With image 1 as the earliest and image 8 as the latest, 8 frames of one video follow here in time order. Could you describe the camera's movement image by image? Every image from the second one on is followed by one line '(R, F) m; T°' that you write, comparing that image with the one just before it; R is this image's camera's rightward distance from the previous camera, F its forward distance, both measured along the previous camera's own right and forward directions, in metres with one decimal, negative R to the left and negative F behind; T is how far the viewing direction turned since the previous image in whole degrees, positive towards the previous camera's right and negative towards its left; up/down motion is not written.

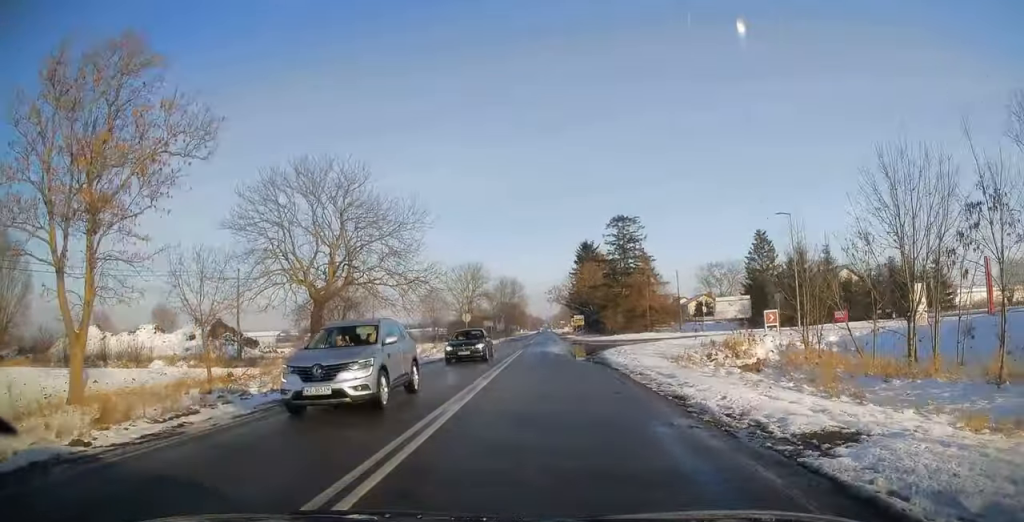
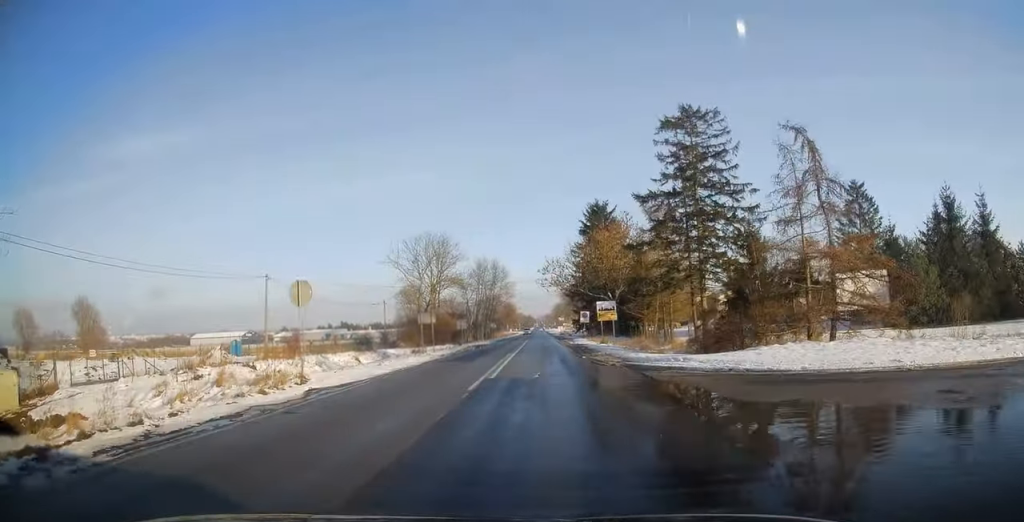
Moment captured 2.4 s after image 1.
(-0.8, +38.5) m; -1°
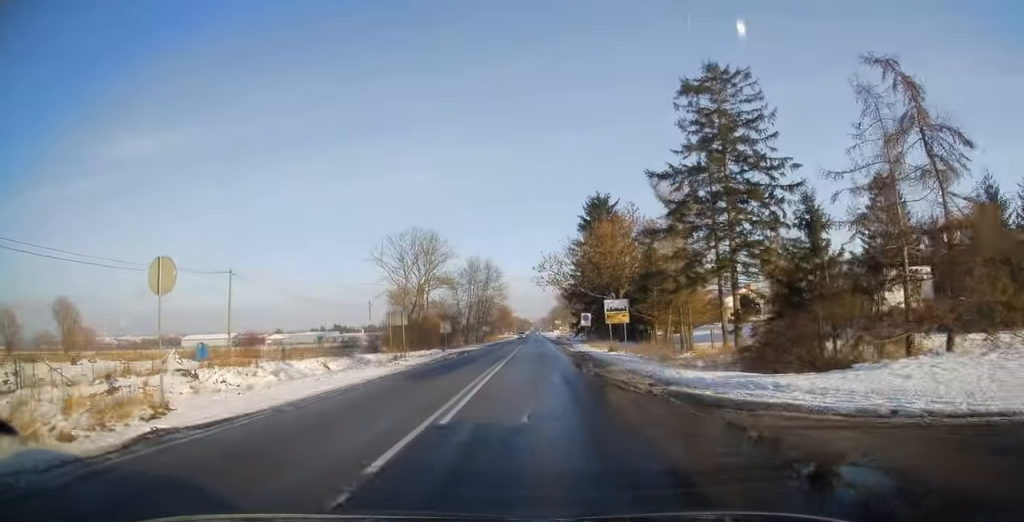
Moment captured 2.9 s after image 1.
(0.0, +7.2) m; 0°
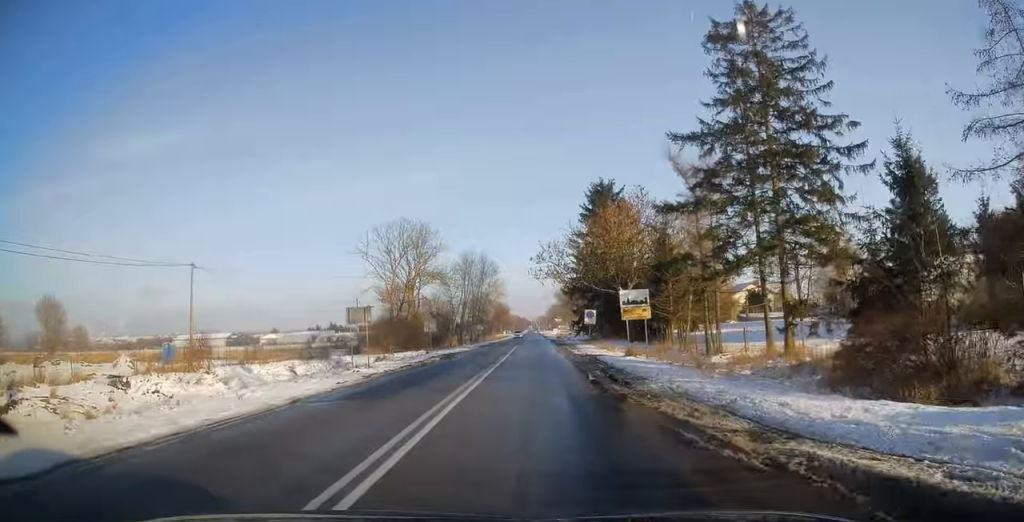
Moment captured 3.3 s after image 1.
(0.0, +6.7) m; 0°
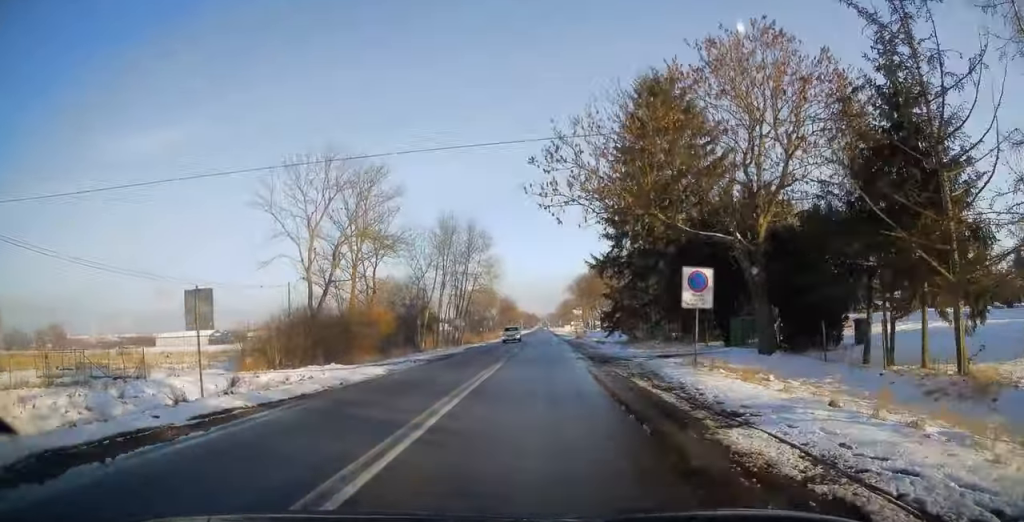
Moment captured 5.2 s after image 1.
(+0.4, +31.0) m; +2°
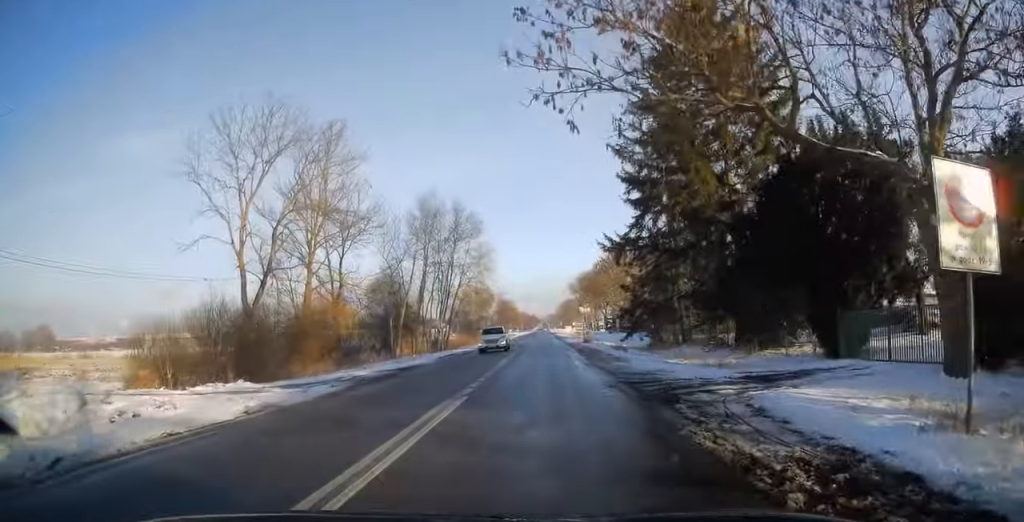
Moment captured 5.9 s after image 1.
(+0.2, +11.5) m; 0°
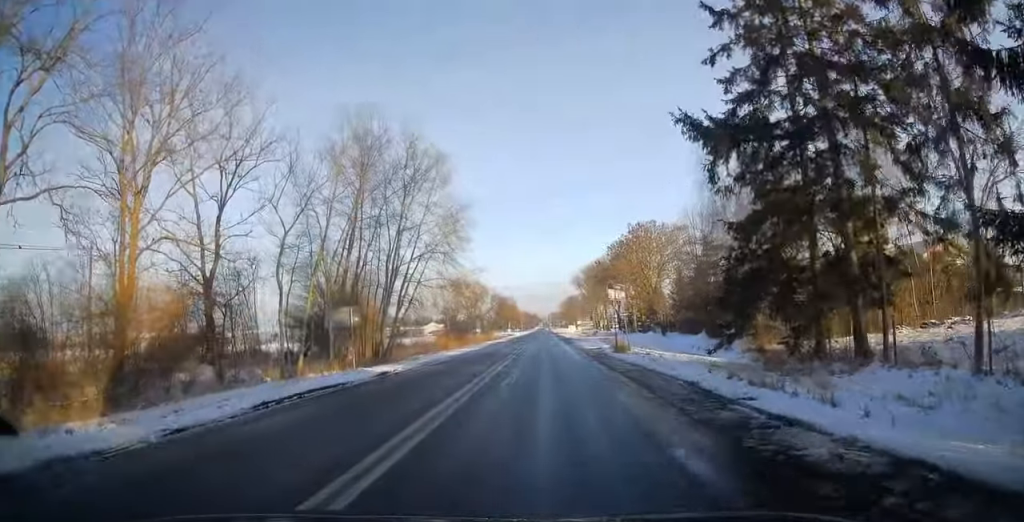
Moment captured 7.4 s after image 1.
(-0.5, +23.0) m; -1°
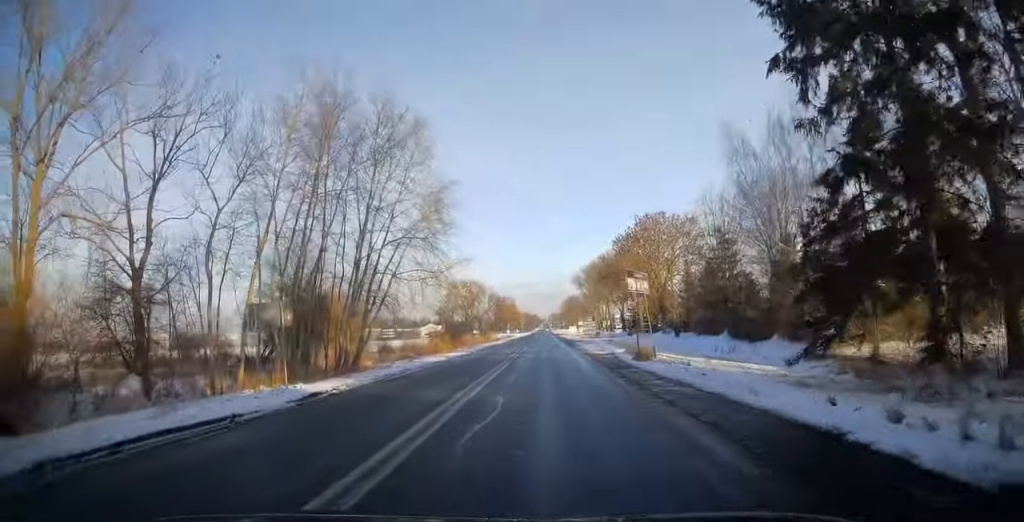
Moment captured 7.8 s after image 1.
(0.0, +6.9) m; 0°
